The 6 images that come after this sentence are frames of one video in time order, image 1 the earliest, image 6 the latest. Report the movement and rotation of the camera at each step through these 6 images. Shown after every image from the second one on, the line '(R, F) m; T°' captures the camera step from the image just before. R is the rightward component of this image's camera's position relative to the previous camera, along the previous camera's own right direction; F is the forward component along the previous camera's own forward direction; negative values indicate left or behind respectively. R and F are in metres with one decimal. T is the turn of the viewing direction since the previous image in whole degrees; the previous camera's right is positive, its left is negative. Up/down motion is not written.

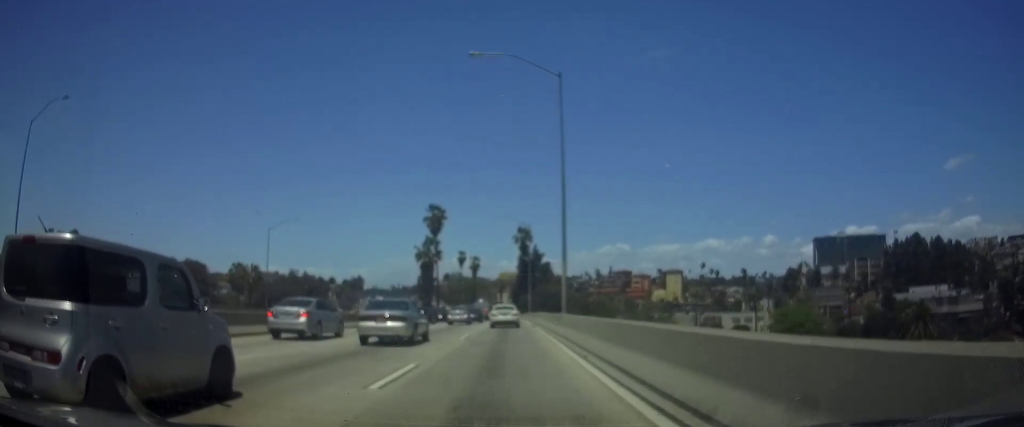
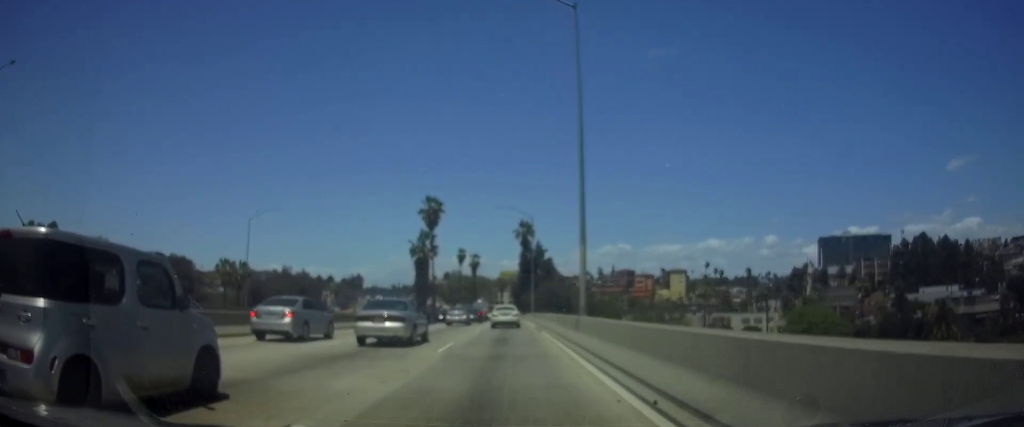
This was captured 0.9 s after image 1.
(+0.2, +5.8) m; +2°
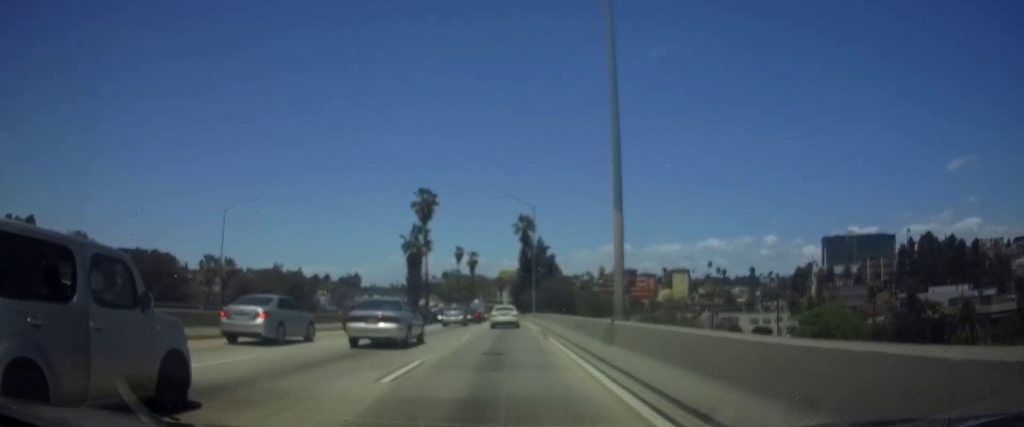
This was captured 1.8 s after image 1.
(0.0, +6.0) m; 0°
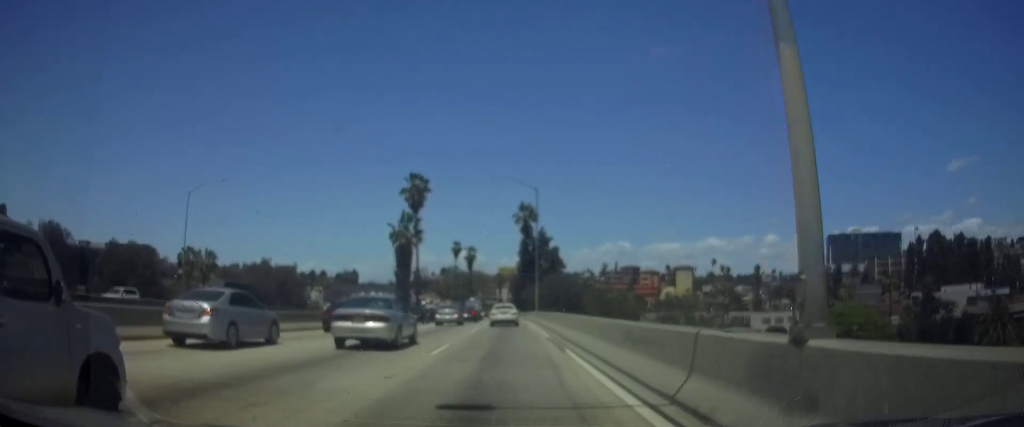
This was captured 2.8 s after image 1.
(0.0, +7.8) m; -2°
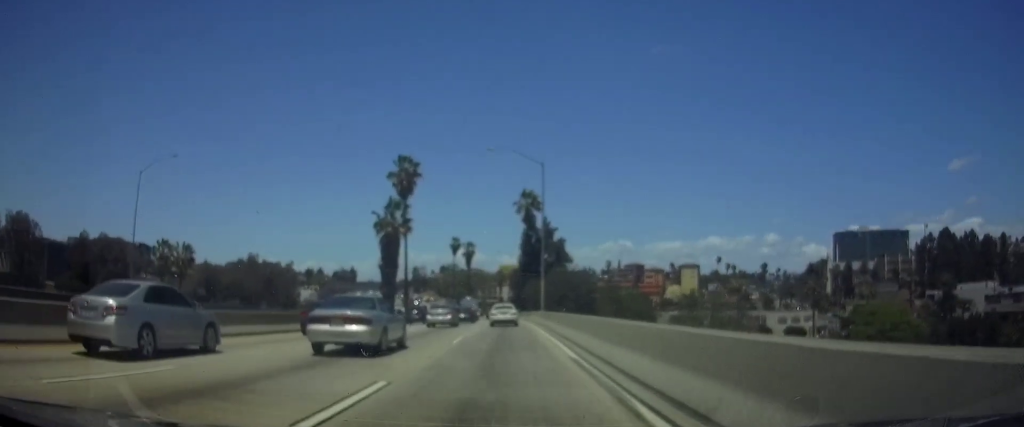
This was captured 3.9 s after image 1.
(-0.3, +9.2) m; -2°
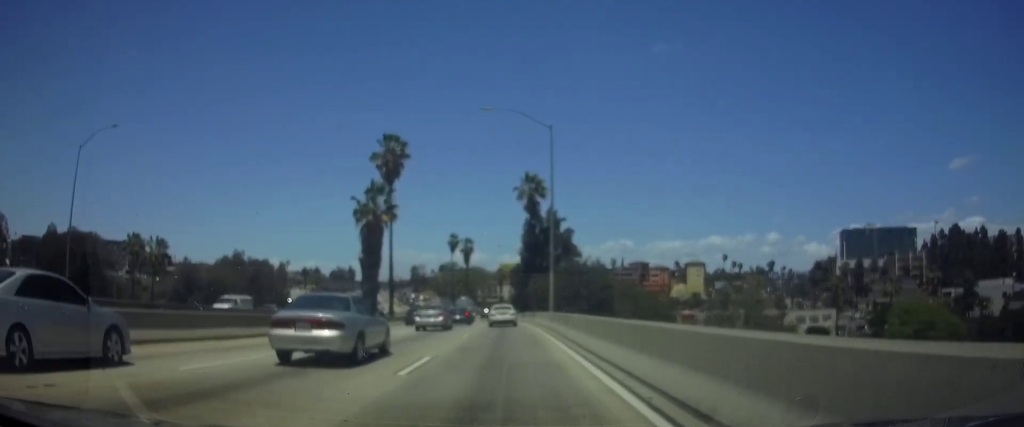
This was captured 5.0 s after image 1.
(-0.1, +9.7) m; 0°
